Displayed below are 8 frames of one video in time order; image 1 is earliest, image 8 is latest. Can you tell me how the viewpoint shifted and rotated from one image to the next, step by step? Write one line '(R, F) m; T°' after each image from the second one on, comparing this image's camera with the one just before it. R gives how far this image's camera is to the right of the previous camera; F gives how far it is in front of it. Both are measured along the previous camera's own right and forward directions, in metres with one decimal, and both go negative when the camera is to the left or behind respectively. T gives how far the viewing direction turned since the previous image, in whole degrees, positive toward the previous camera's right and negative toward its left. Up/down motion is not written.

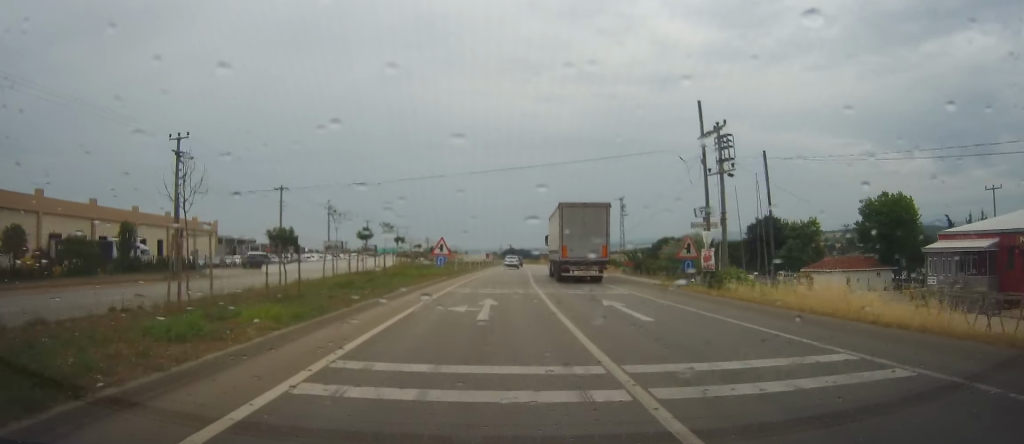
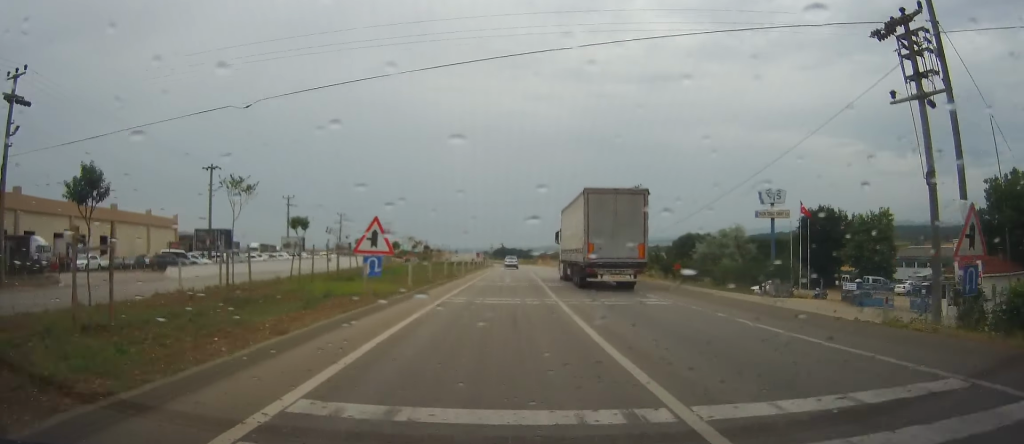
(+0.8, +21.4) m; +1°
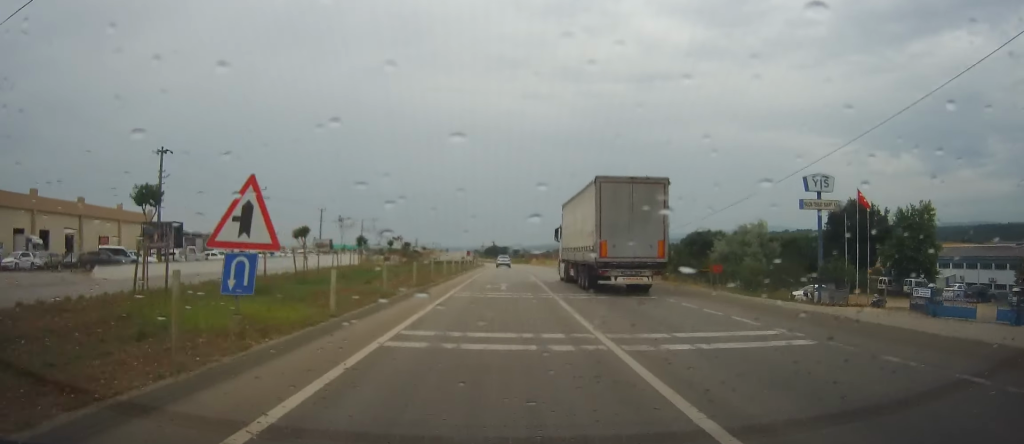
(-0.1, +9.4) m; 0°
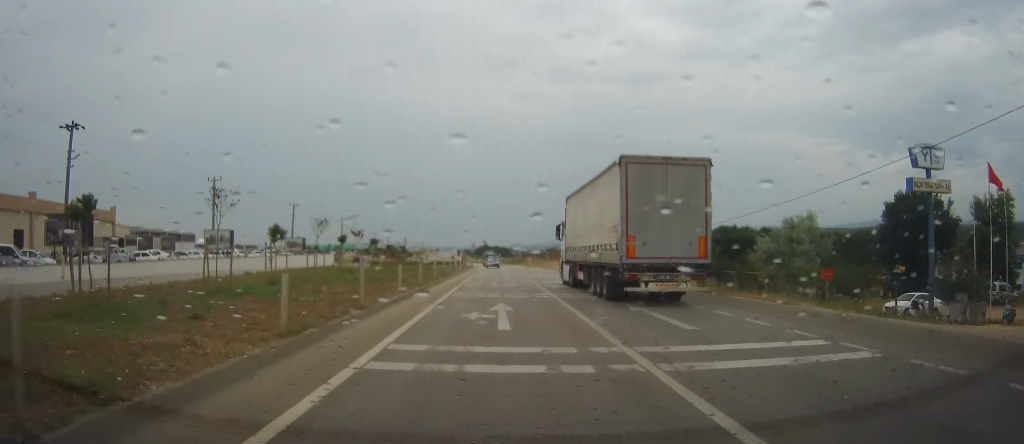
(-0.3, +14.5) m; -1°
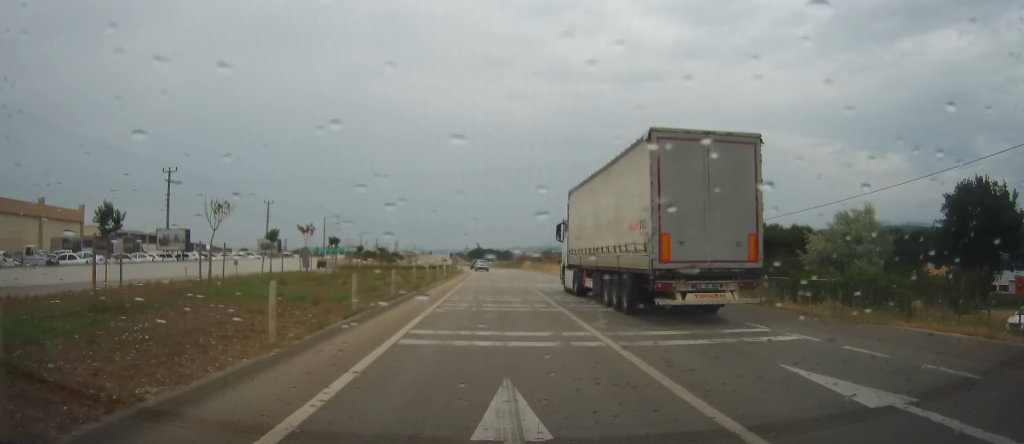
(+0.1, +11.2) m; +1°
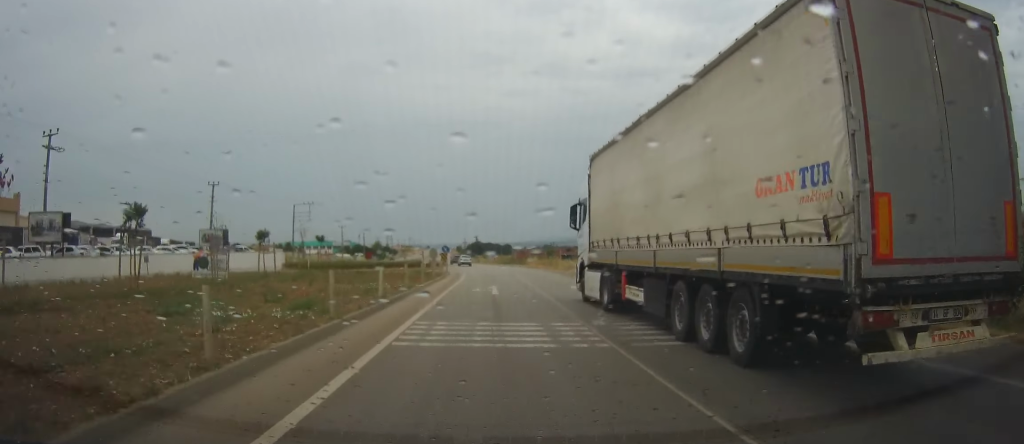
(+0.4, +23.5) m; +2°
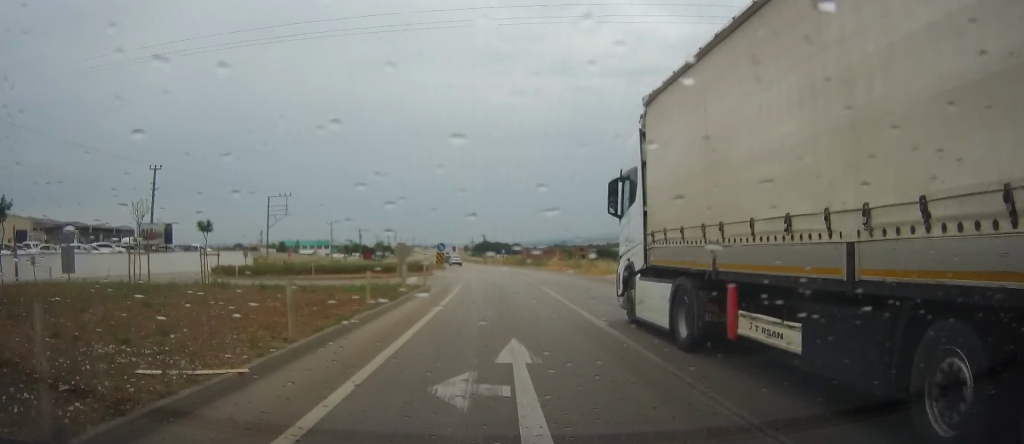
(+0.2, +19.0) m; 0°
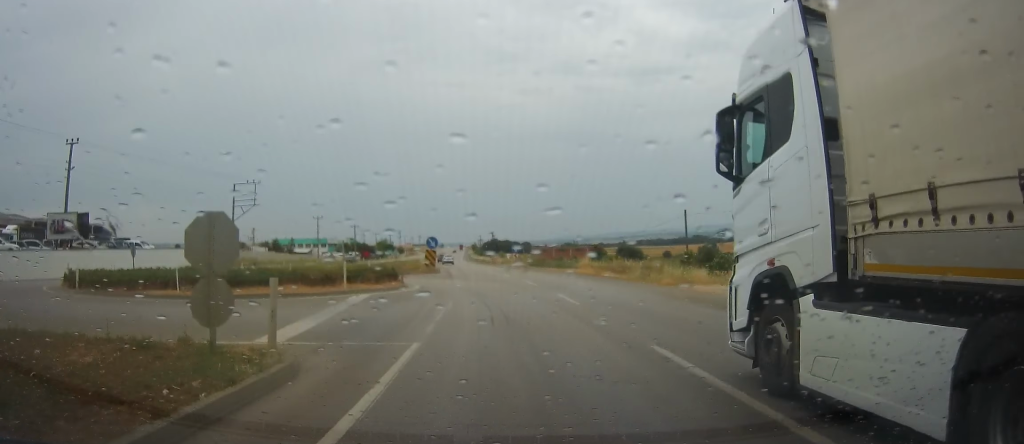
(-0.2, +19.4) m; -1°
